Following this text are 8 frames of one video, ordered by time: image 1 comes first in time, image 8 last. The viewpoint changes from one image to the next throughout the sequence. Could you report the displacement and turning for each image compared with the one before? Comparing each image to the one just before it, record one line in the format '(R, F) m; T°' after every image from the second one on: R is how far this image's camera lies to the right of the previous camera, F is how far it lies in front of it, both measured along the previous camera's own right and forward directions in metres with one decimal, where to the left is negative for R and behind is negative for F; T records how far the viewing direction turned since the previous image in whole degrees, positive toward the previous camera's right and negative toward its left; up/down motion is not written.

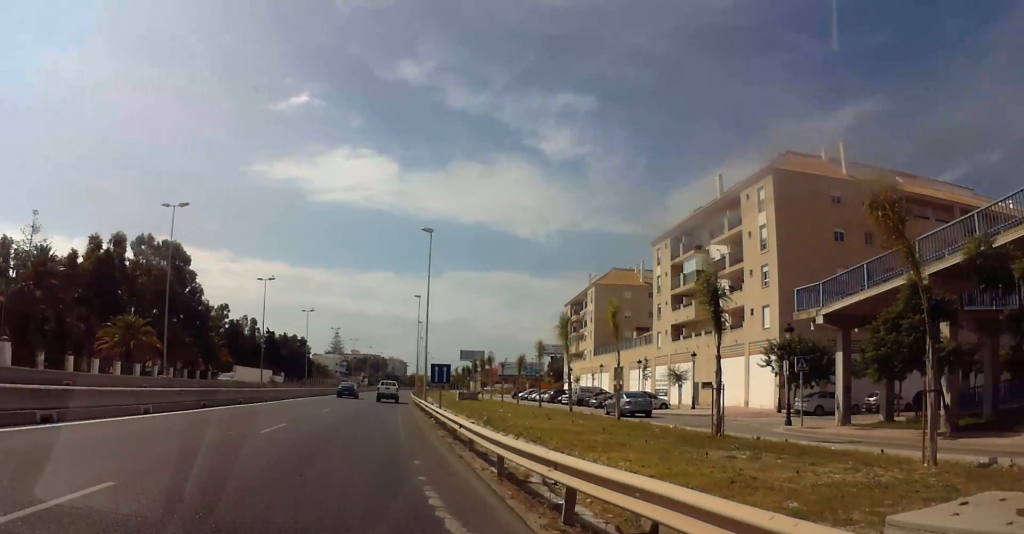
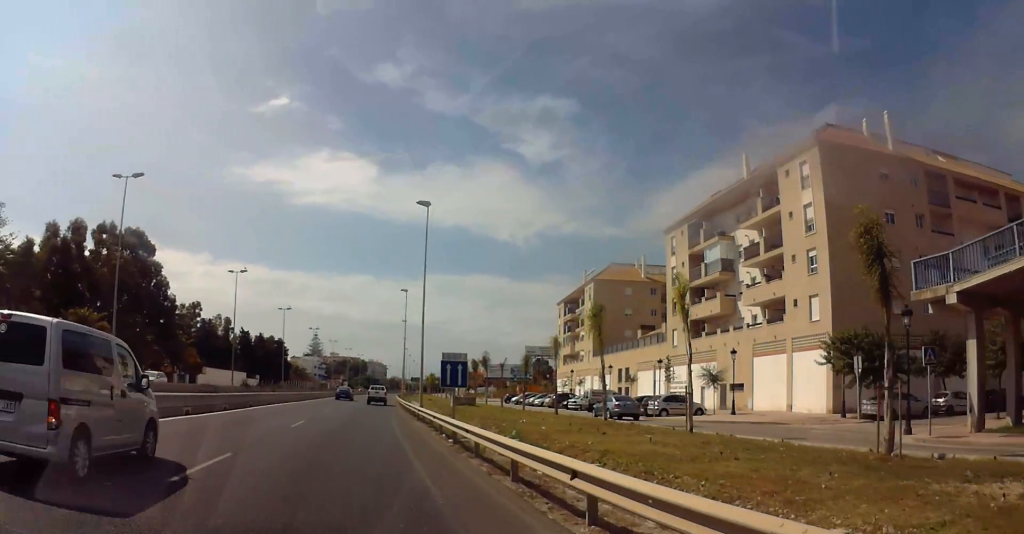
(-0.3, +8.5) m; -1°
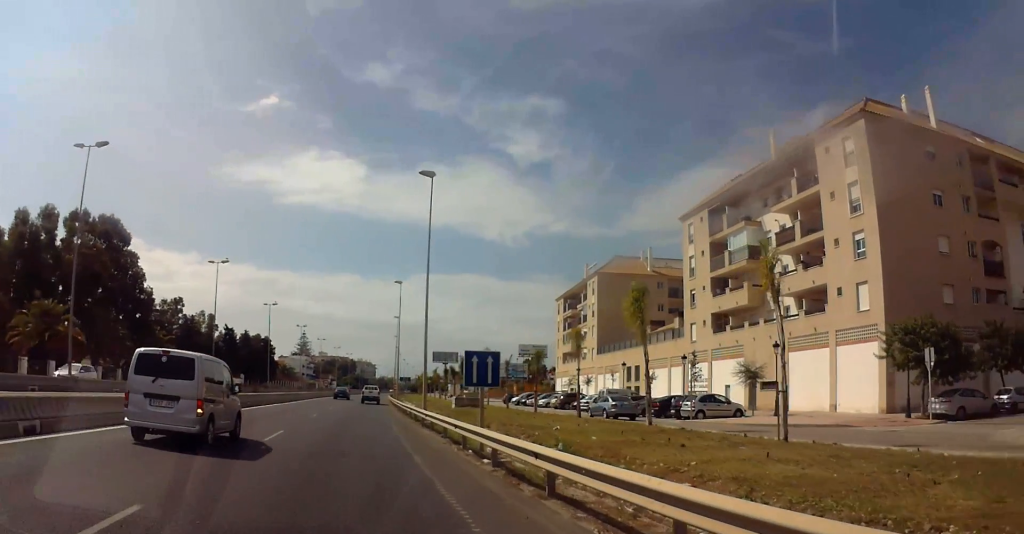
(+0.1, +6.7) m; +1°
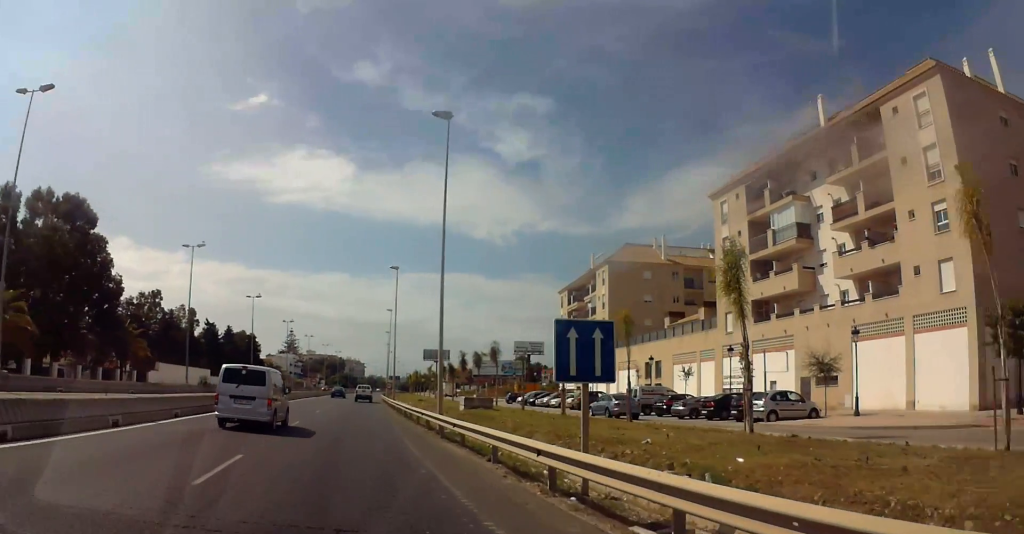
(0.0, +7.7) m; 0°
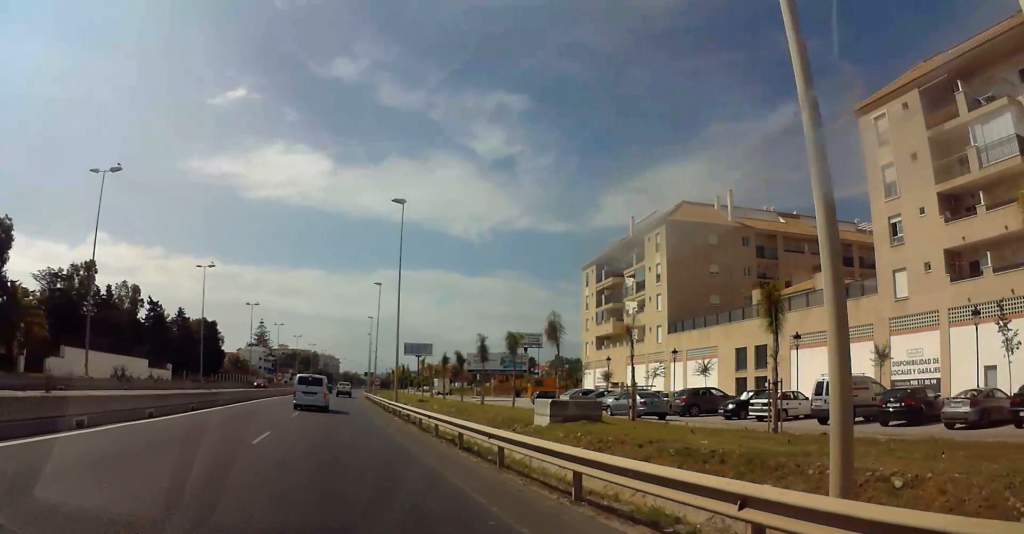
(-0.3, +20.5) m; -2°
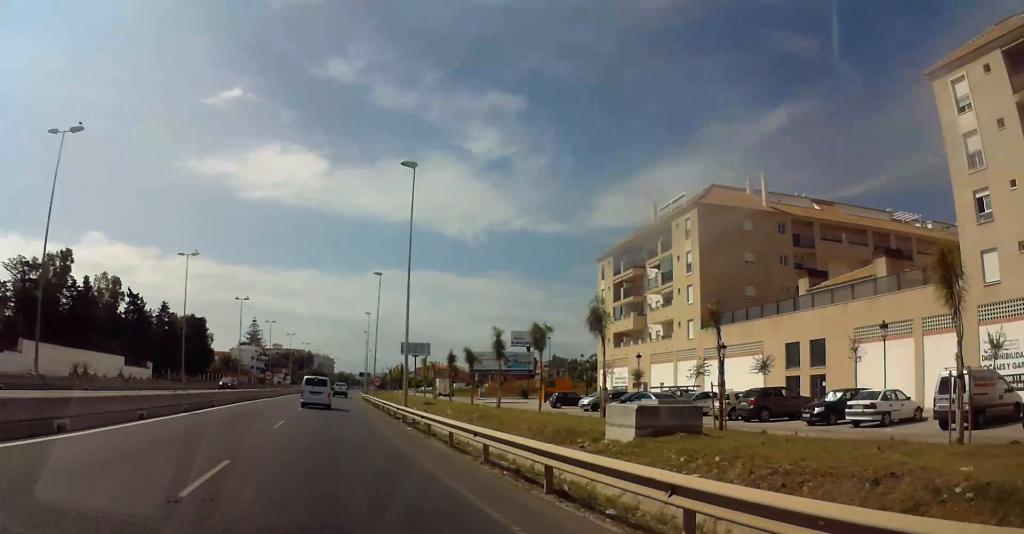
(0.0, +7.4) m; 0°
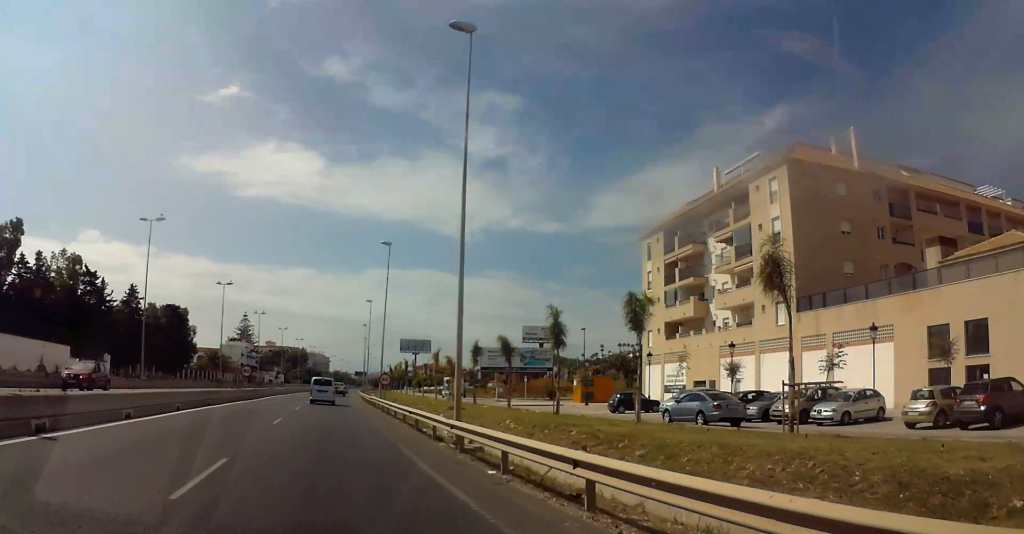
(+0.2, +13.6) m; +2°
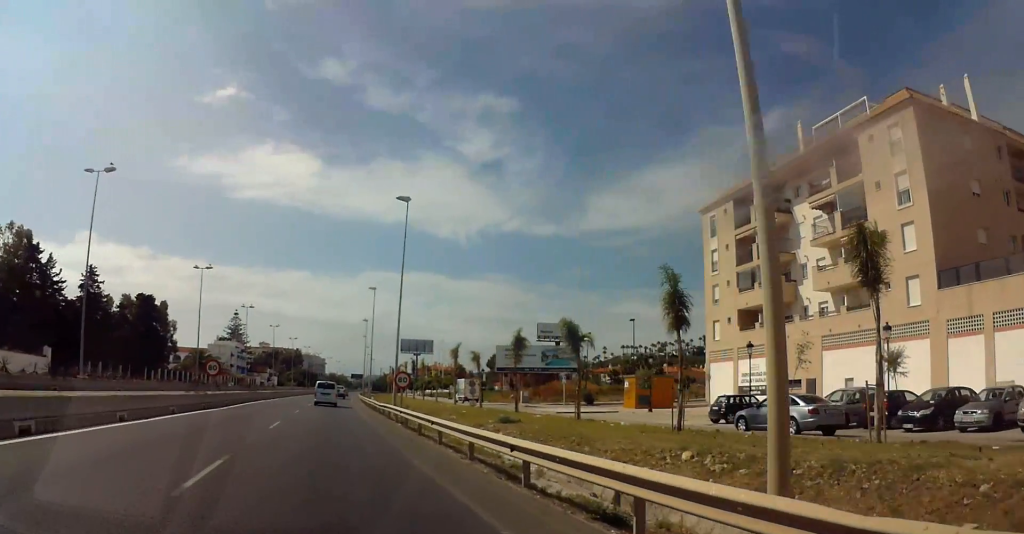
(+0.1, +13.8) m; 0°
